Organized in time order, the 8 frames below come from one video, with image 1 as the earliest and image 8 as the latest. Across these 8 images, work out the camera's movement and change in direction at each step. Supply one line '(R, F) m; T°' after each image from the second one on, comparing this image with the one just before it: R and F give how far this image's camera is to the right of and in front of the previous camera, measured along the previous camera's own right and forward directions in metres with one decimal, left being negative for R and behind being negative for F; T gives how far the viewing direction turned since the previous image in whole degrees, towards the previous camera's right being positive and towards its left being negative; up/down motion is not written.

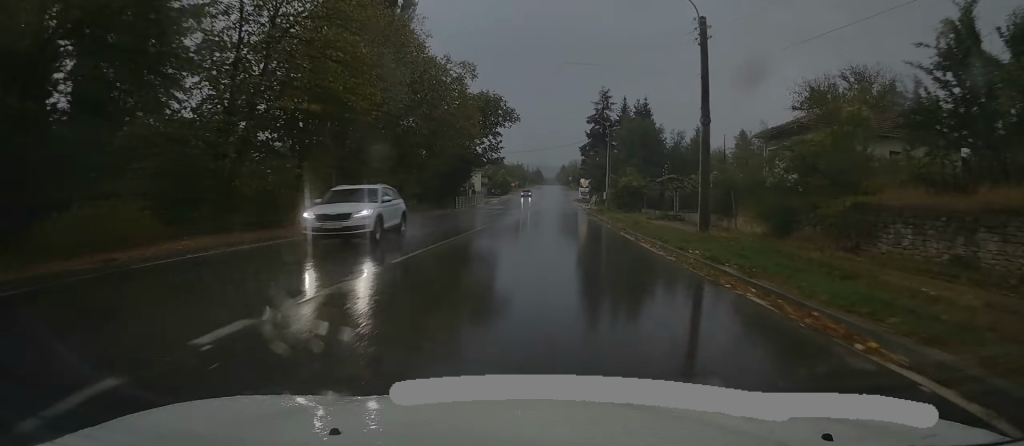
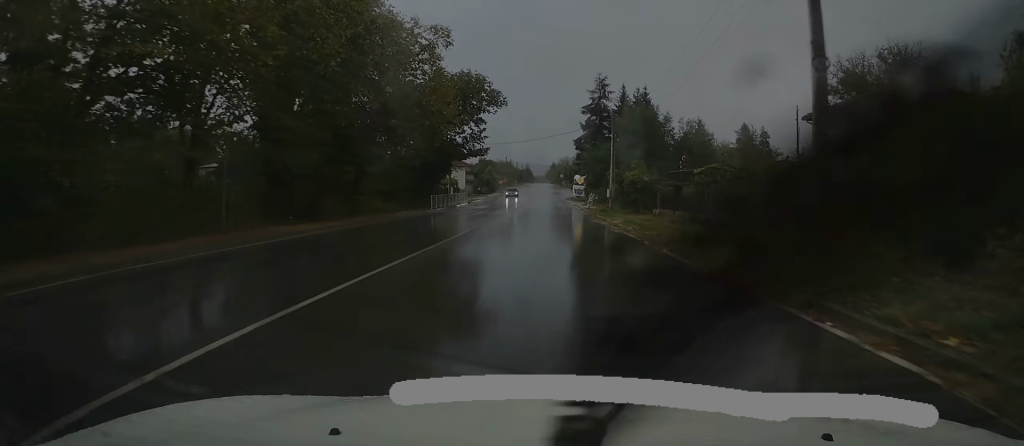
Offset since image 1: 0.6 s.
(-0.1, +9.0) m; +1°
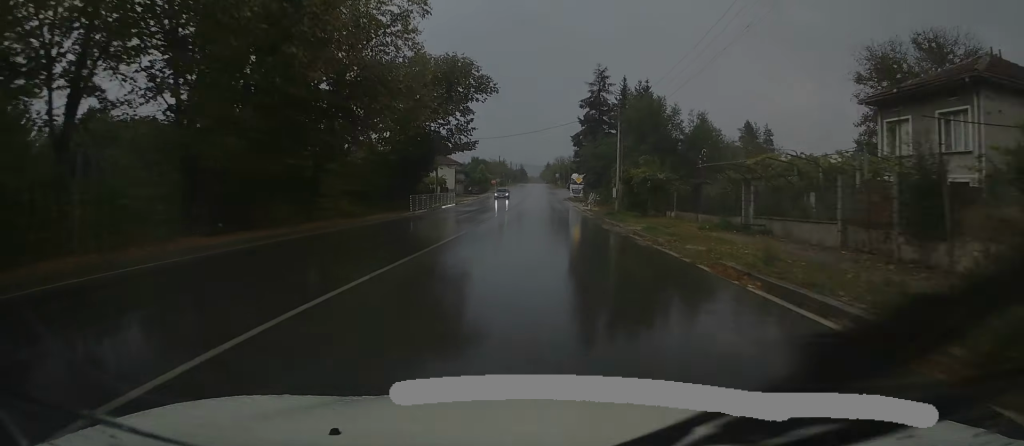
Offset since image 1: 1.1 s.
(+0.1, +6.2) m; +1°
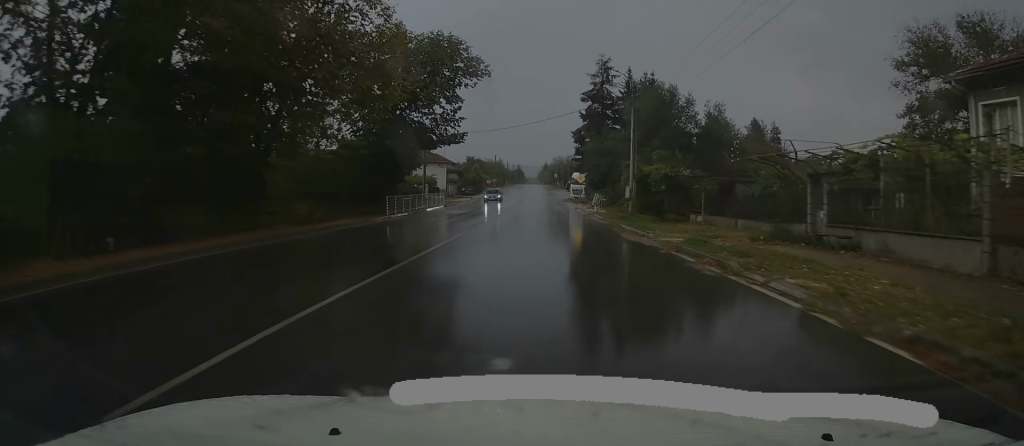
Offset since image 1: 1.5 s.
(+0.1, +6.3) m; +1°
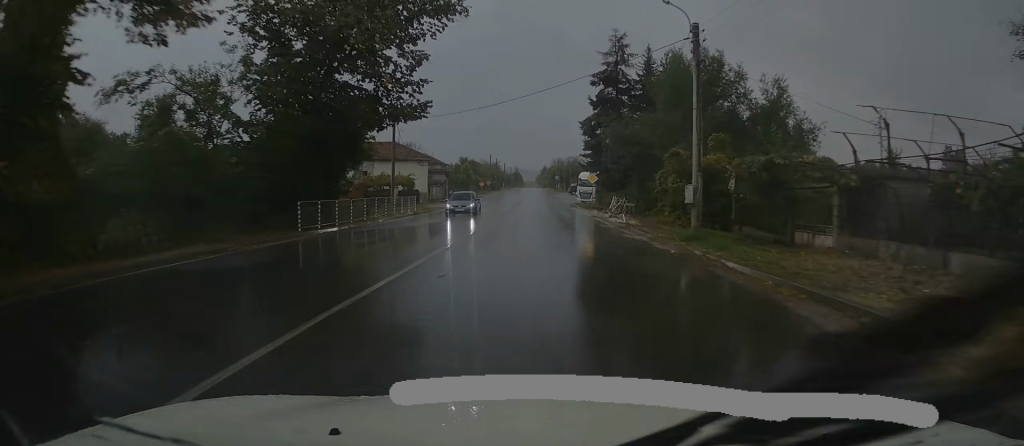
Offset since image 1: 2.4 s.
(+0.1, +13.6) m; 0°
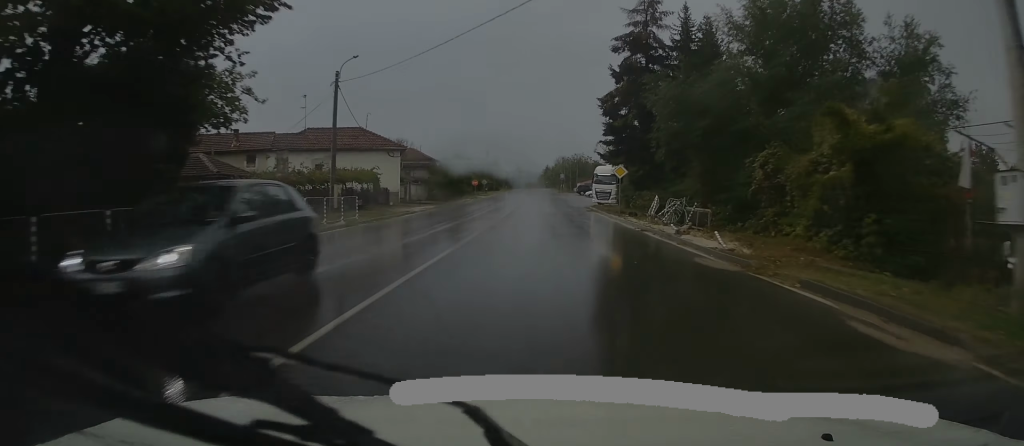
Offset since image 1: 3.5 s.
(-0.1, +15.1) m; 0°
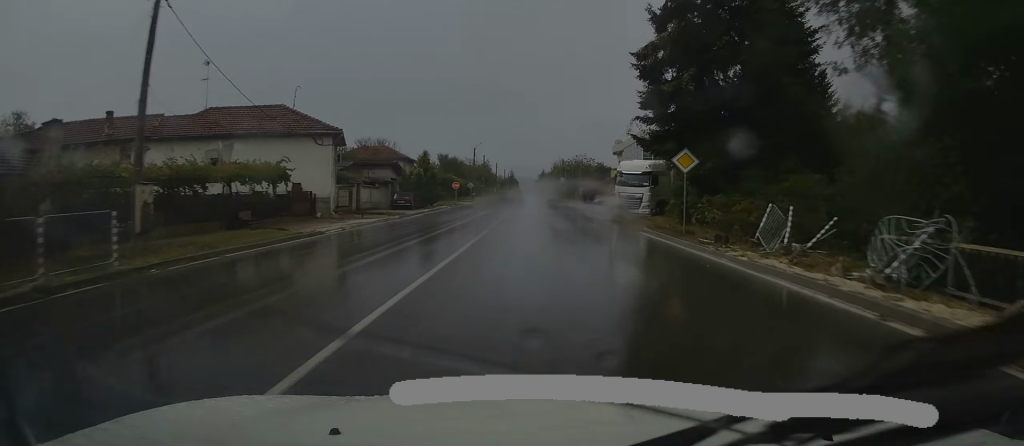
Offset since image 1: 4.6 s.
(+0.1, +17.0) m; 0°
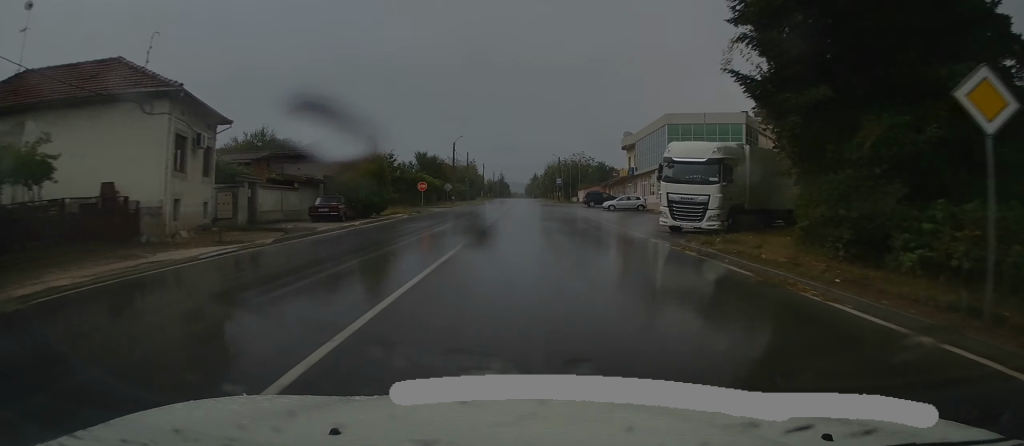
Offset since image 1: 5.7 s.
(-0.1, +15.8) m; 0°
